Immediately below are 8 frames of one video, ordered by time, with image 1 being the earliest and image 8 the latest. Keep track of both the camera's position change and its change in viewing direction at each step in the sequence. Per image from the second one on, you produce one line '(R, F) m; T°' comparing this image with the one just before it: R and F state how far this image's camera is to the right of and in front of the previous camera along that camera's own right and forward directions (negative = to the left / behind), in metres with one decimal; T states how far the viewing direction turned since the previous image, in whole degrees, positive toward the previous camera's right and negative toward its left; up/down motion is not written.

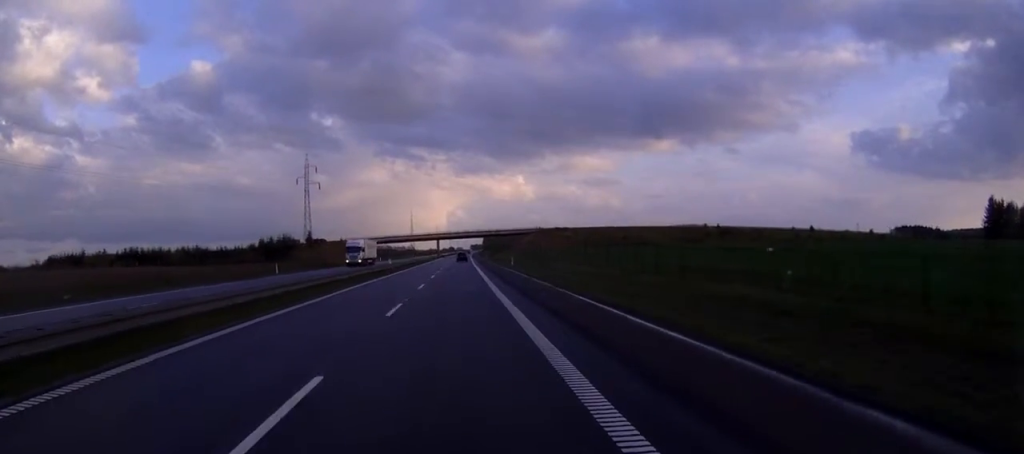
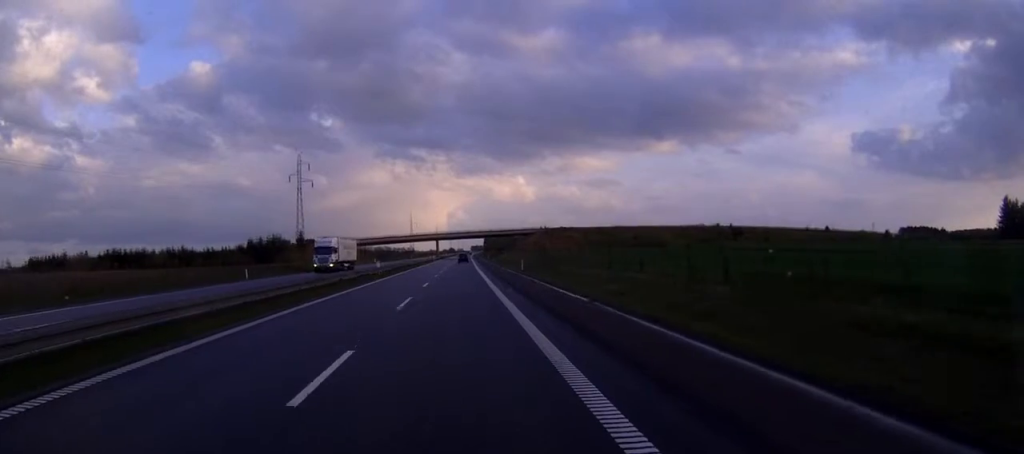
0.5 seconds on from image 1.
(0.0, +12.0) m; 0°
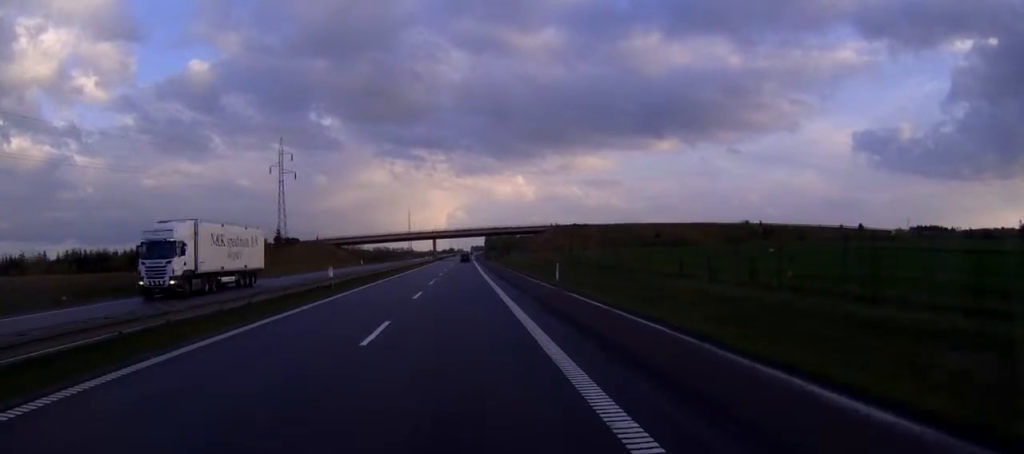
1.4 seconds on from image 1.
(0.0, +23.9) m; 0°
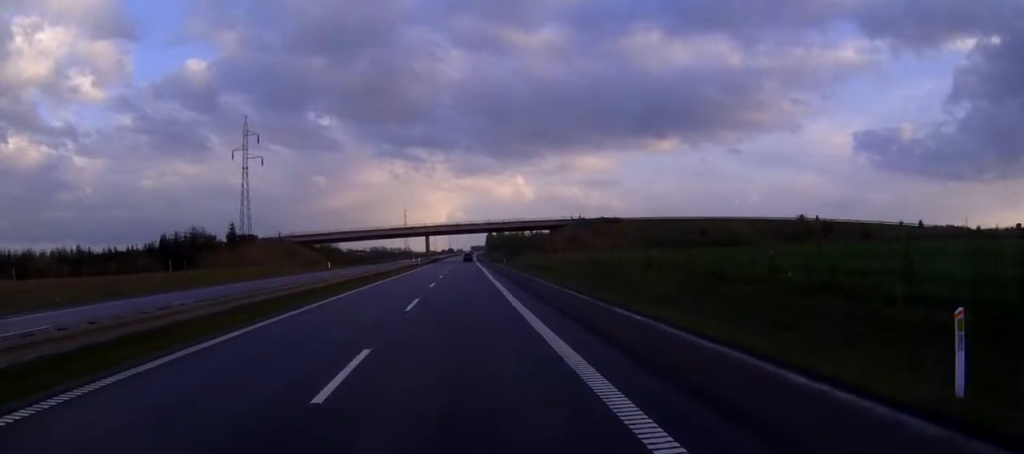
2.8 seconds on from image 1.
(+0.1, +35.7) m; 0°
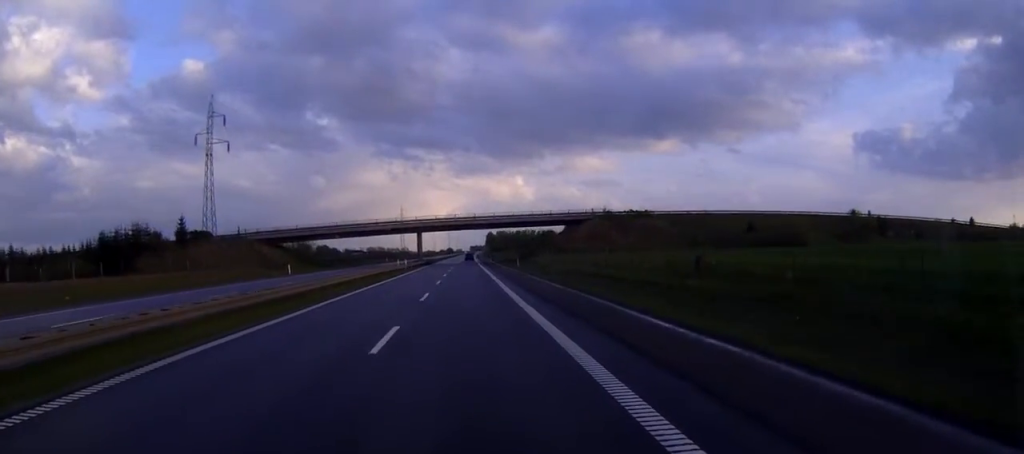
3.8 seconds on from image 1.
(0.0, +25.4) m; 0°
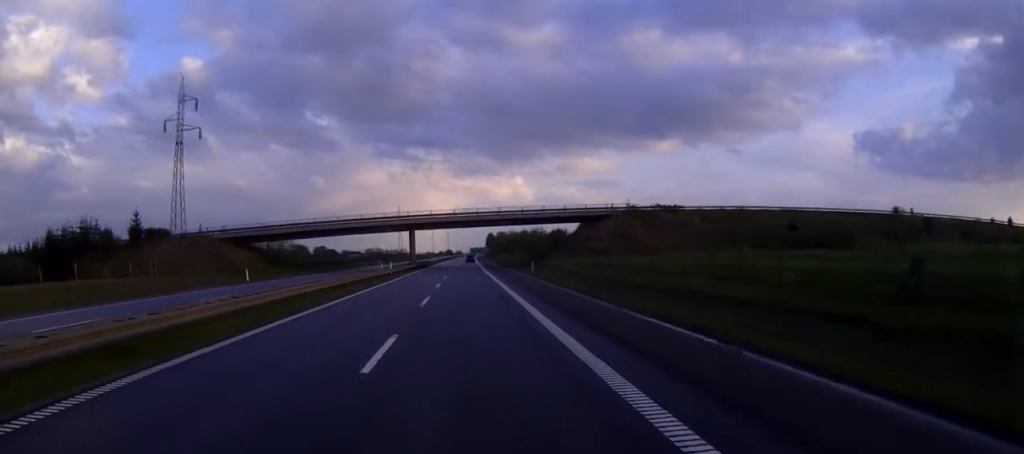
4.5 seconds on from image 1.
(0.0, +16.9) m; 0°
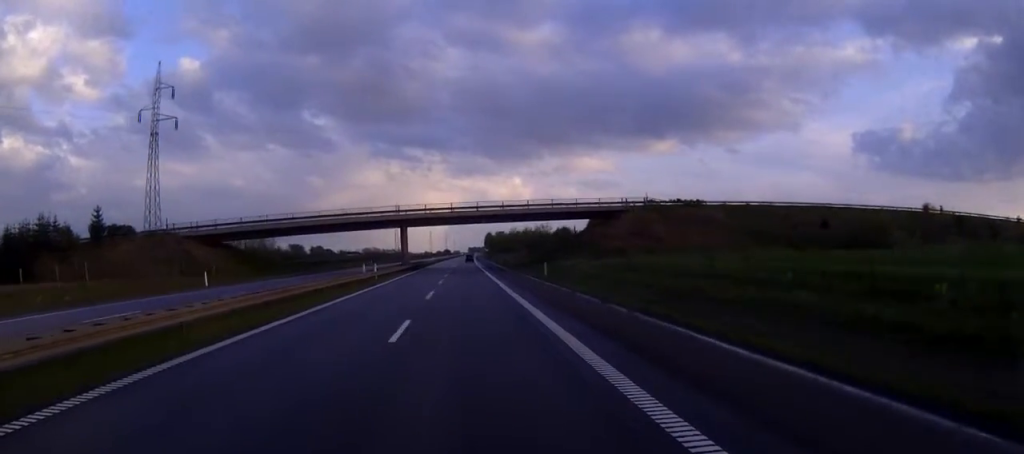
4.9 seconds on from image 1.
(0.0, +11.0) m; 0°
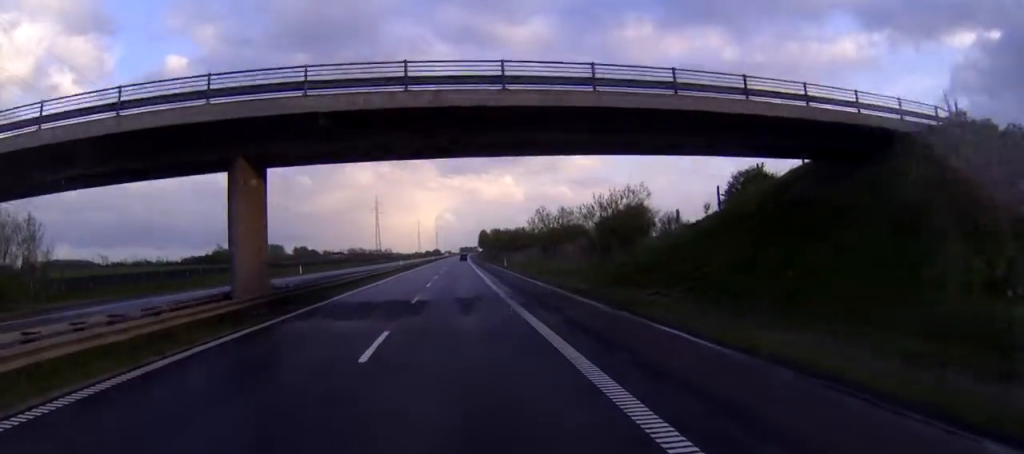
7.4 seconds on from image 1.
(+0.5, +62.5) m; +1°
